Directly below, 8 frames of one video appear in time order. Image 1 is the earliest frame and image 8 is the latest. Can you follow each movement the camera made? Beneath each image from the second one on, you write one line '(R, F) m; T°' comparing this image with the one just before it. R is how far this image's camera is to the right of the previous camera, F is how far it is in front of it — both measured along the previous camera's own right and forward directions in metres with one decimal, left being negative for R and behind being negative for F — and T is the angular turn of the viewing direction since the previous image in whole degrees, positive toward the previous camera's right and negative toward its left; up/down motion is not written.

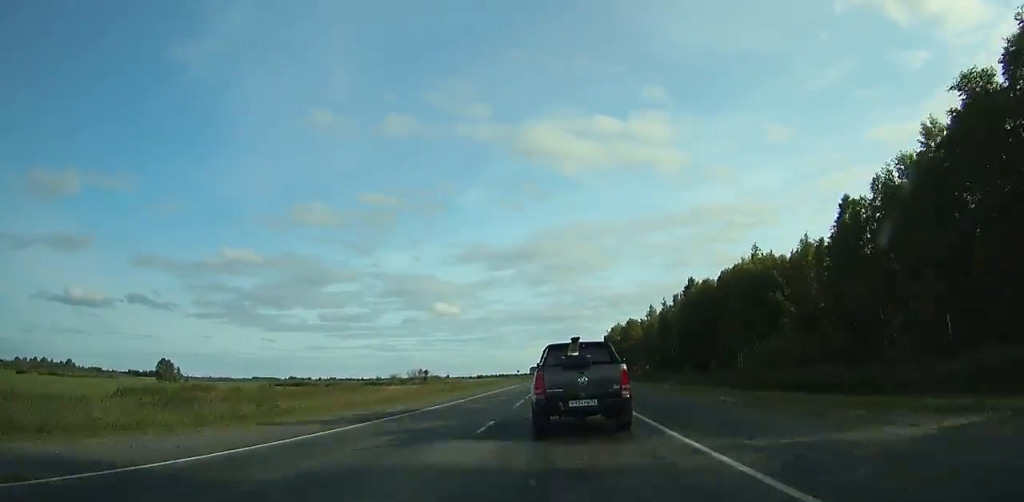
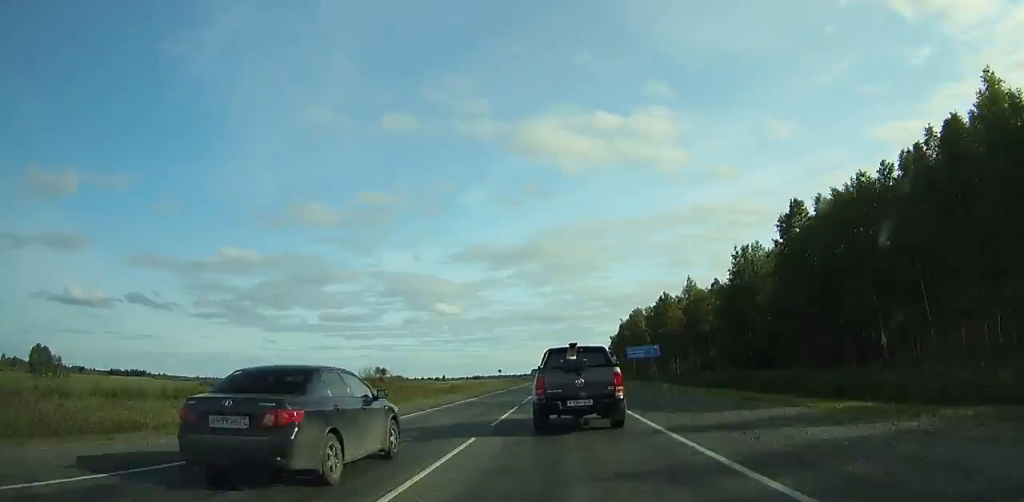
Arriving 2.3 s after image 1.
(-0.1, +52.1) m; 0°
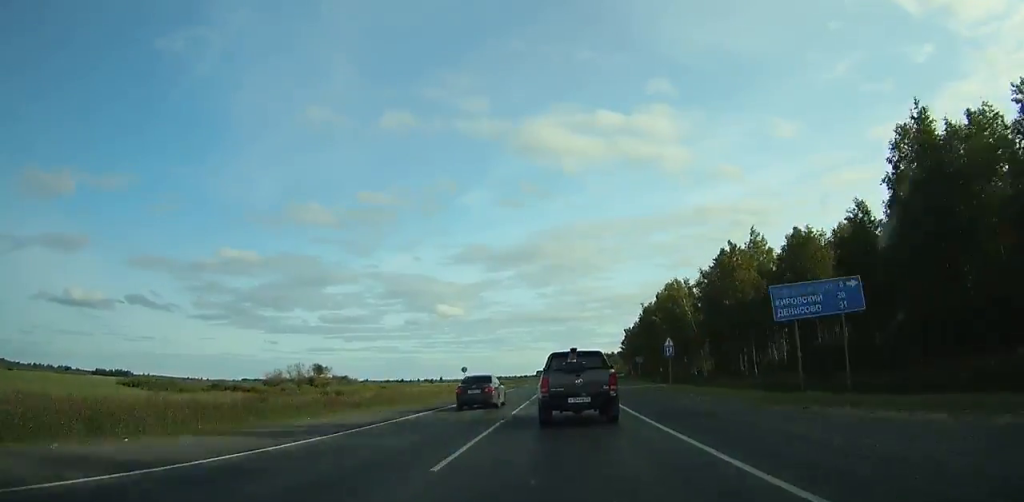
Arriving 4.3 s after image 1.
(+0.1, +45.0) m; 0°
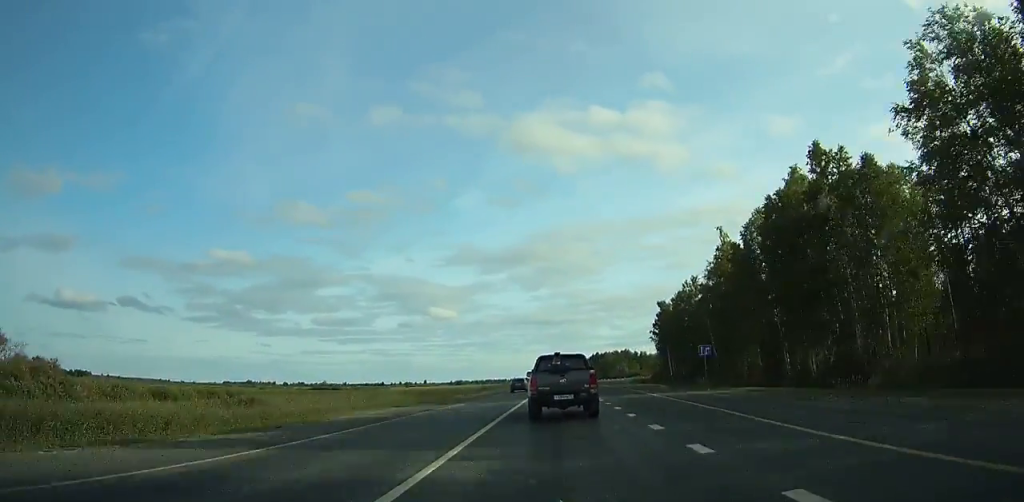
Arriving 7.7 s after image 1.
(+0.3, +76.2) m; 0°
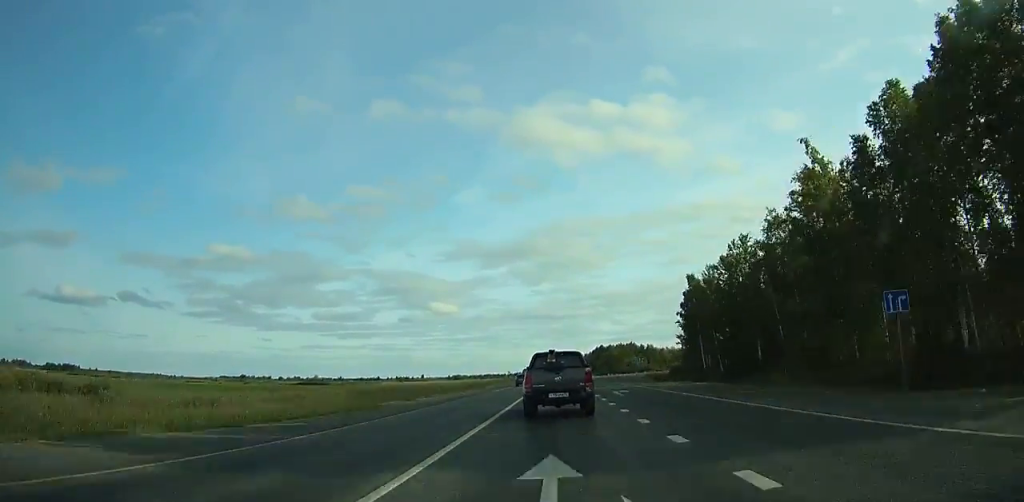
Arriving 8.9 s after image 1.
(0.0, +26.9) m; 0°
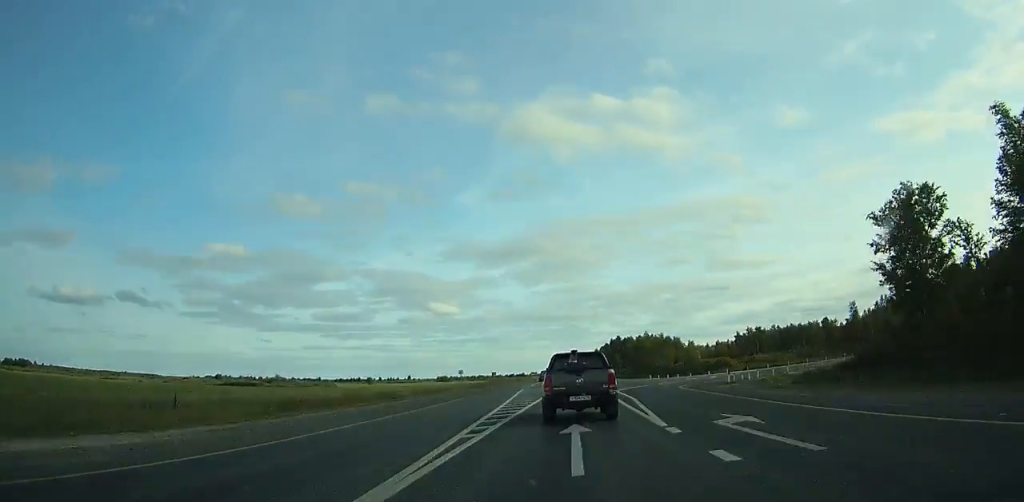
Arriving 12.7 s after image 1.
(+0.1, +84.9) m; 0°
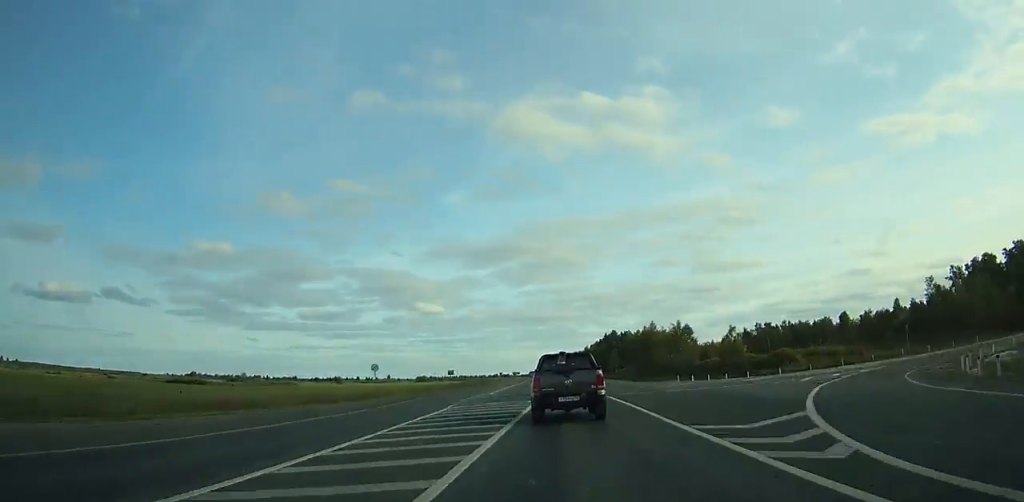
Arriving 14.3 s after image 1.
(-0.1, +35.6) m; 0°
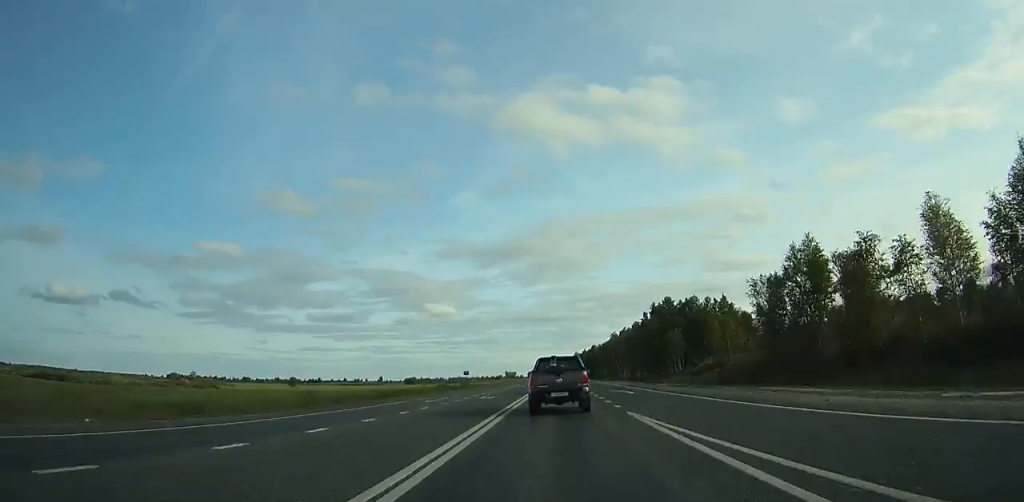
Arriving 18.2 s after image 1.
(+0.4, +86.4) m; 0°
